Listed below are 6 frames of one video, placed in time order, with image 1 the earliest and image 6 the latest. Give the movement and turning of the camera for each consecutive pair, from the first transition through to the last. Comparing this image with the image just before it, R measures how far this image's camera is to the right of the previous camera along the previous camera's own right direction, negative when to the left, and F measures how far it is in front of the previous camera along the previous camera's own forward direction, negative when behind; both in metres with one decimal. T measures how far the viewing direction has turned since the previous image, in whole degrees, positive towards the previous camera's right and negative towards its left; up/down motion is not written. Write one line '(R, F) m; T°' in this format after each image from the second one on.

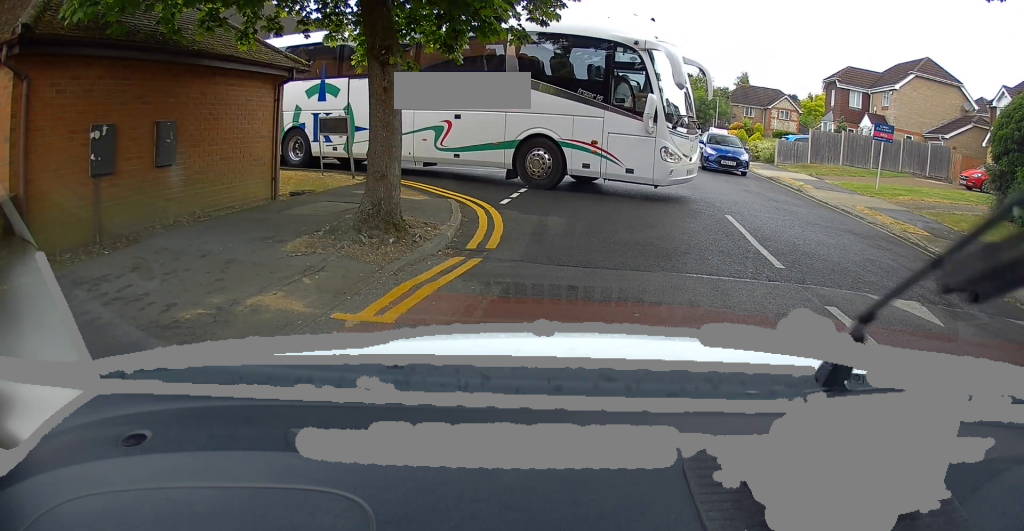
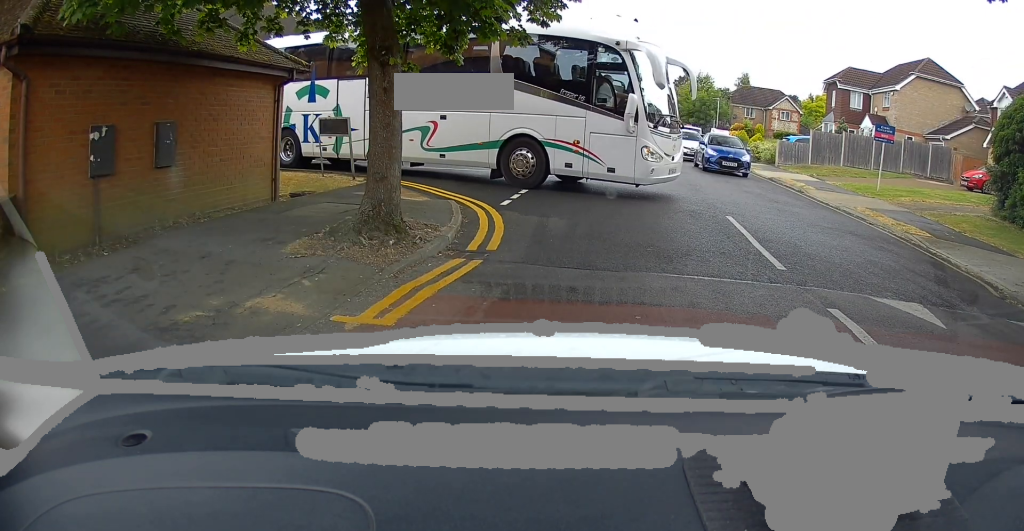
(0.0, 0.0) m; 0°
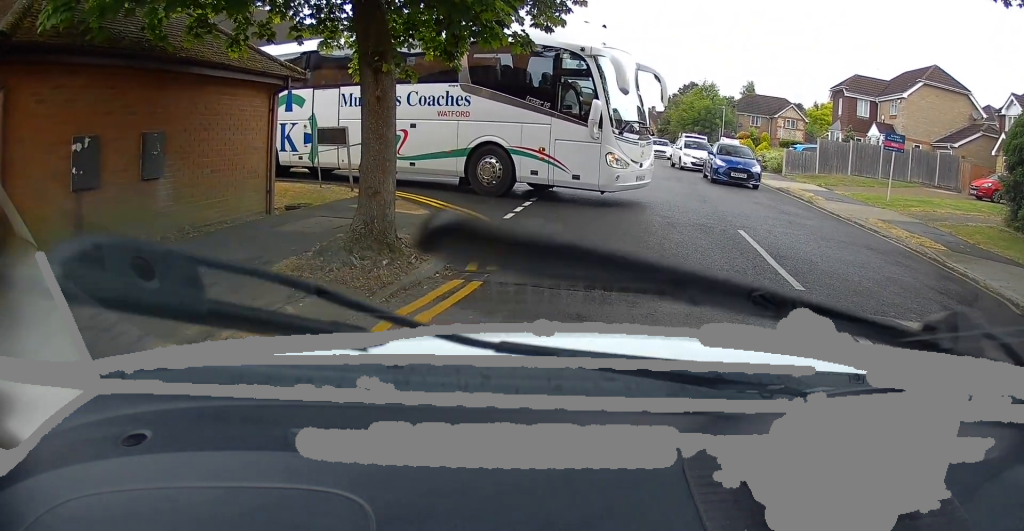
(0.0, 0.0) m; 0°
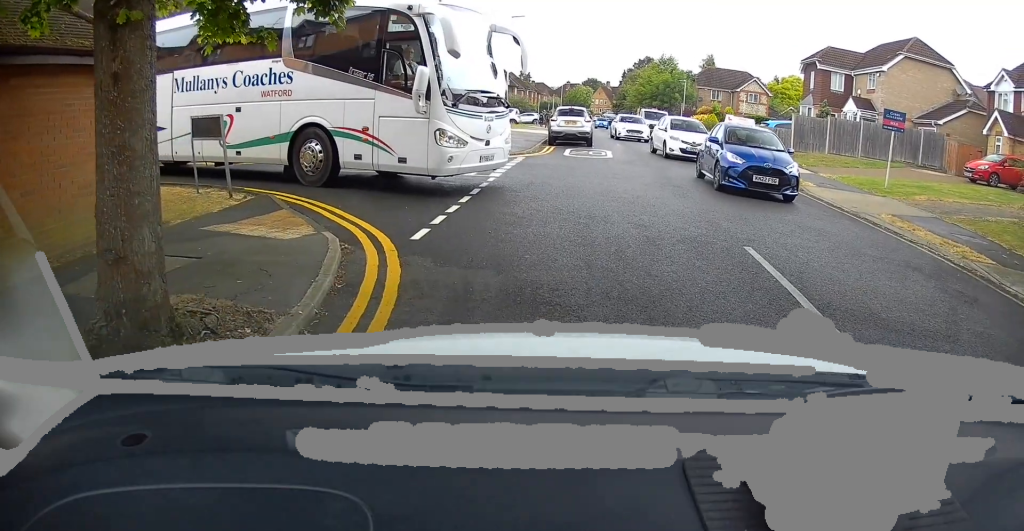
(-0.1, +2.3) m; 0°
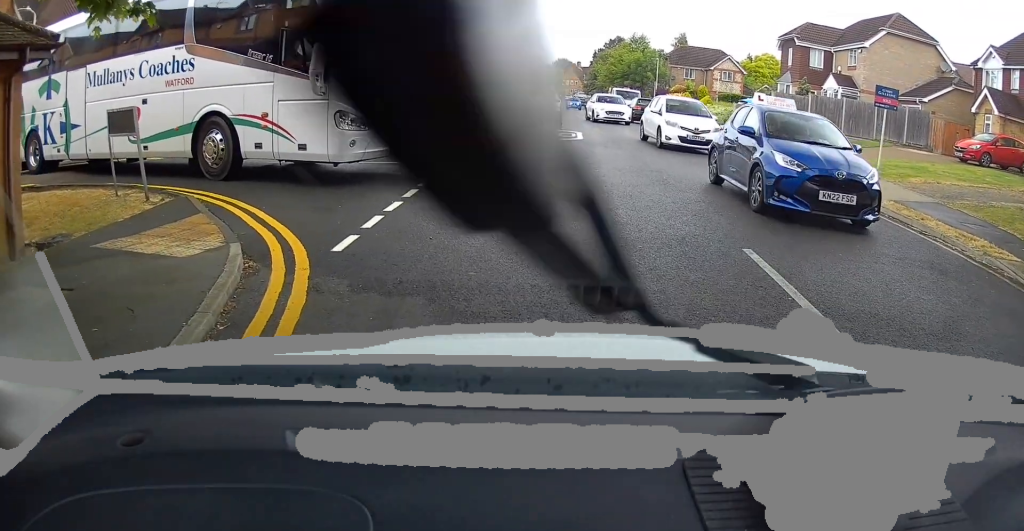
(-0.1, +1.3) m; 0°
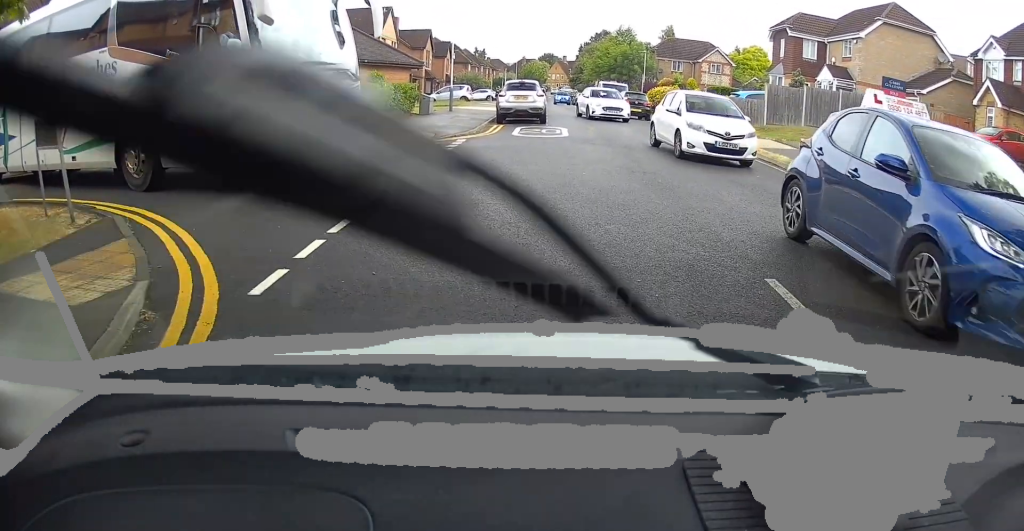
(0.0, +1.3) m; -2°
